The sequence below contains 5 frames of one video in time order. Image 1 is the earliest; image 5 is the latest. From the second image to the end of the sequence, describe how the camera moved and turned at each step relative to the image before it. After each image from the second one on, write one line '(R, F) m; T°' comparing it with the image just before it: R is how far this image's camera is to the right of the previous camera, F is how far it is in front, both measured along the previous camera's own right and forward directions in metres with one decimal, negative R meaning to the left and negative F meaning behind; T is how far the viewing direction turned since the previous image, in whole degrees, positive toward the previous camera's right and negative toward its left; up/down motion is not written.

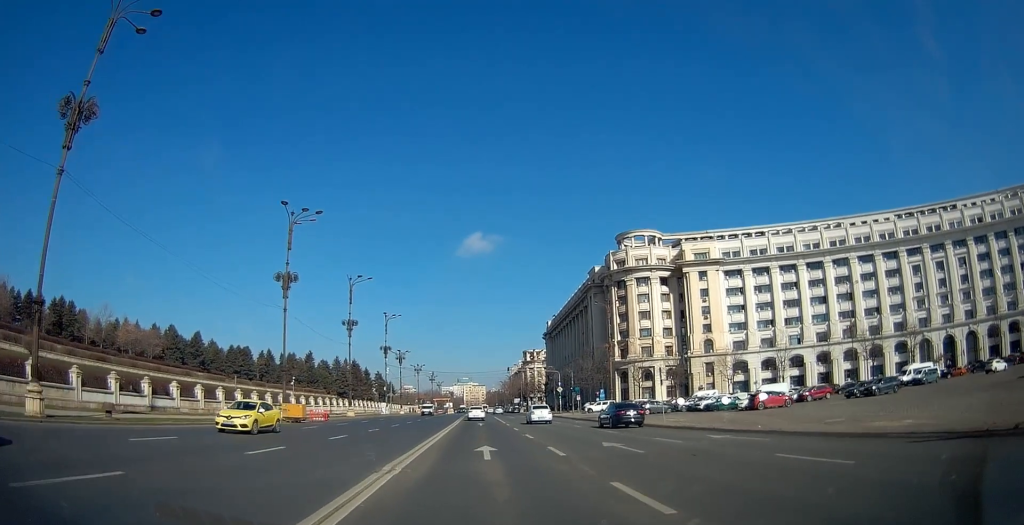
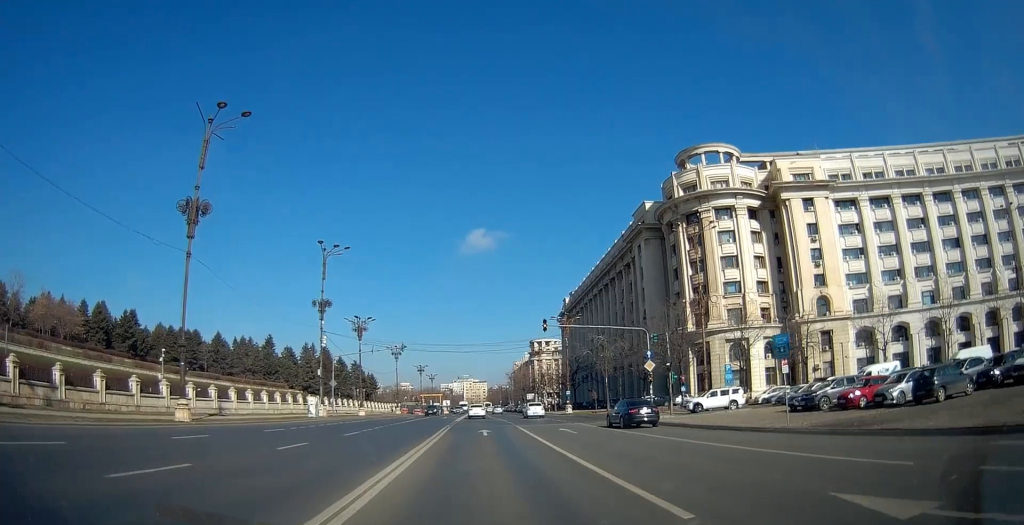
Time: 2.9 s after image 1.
(+0.4, +43.7) m; +2°
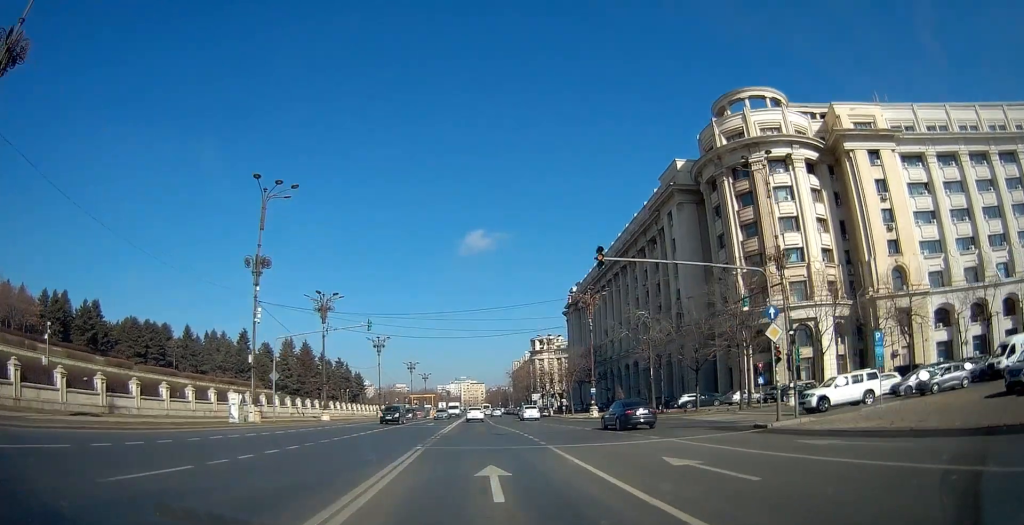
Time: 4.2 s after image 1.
(+0.2, +17.9) m; +1°
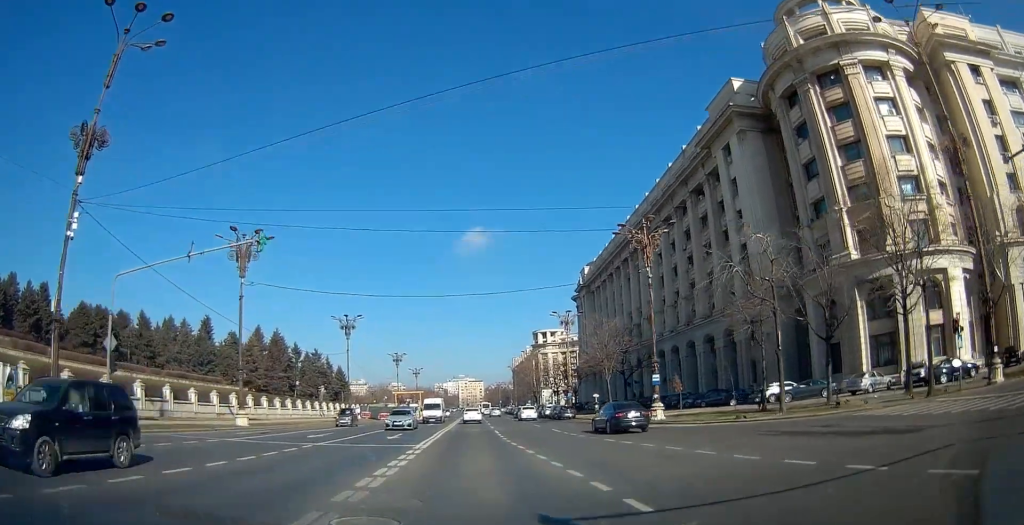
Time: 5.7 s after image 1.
(-0.1, +21.5) m; 0°
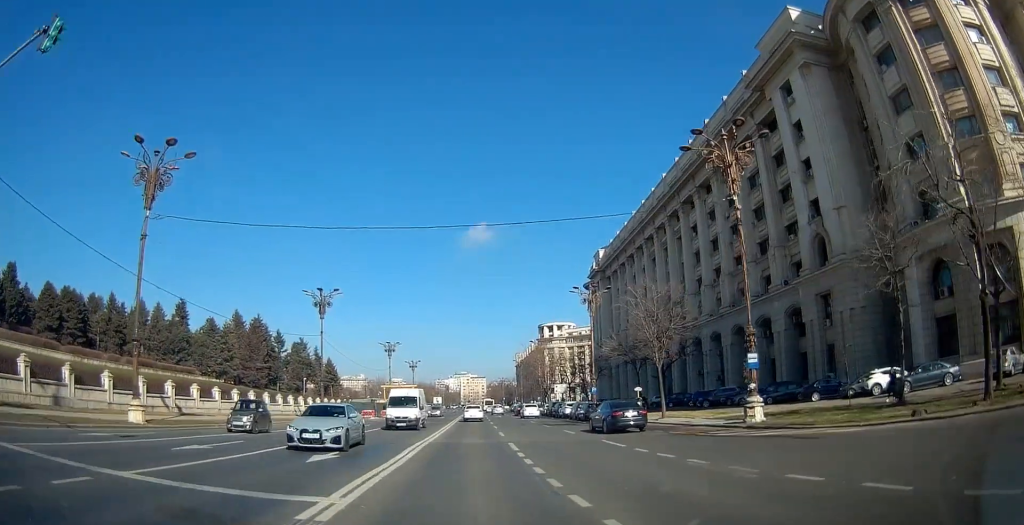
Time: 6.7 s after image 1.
(0.0, +13.4) m; 0°
